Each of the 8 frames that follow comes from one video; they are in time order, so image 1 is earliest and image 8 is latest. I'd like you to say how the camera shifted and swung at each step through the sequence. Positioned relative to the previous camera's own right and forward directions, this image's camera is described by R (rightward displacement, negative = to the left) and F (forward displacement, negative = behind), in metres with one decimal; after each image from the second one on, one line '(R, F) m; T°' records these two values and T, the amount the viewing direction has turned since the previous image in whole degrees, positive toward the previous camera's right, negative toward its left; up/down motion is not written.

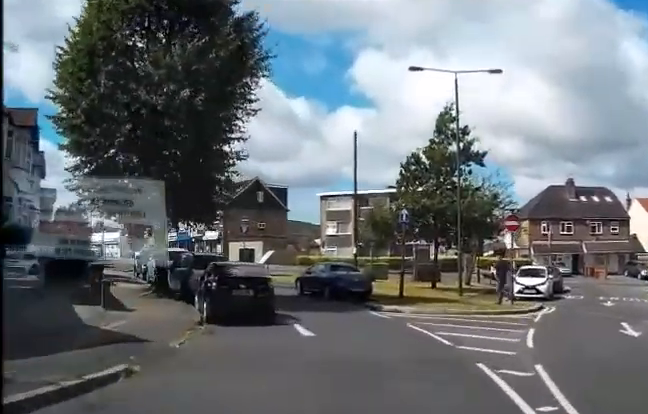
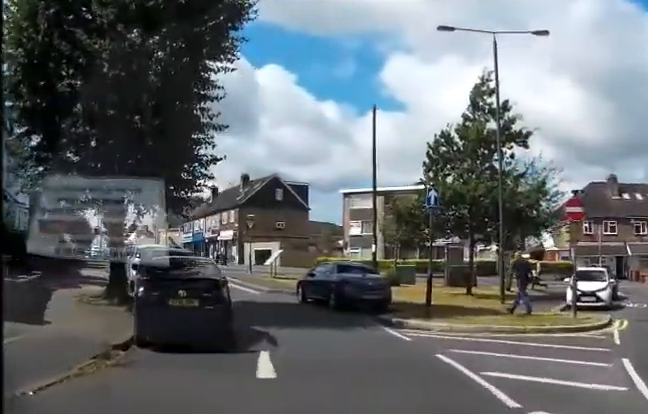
(-0.1, +5.8) m; -5°
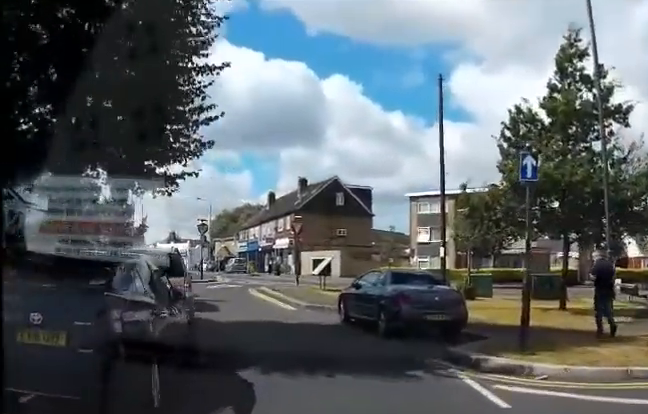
(-0.6, +6.3) m; -12°
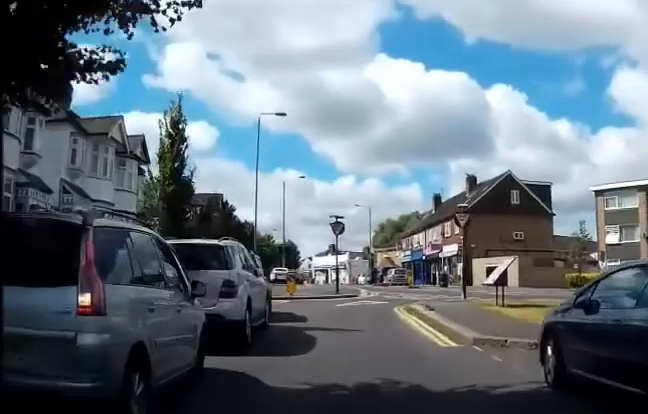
(-0.9, +8.7) m; -6°
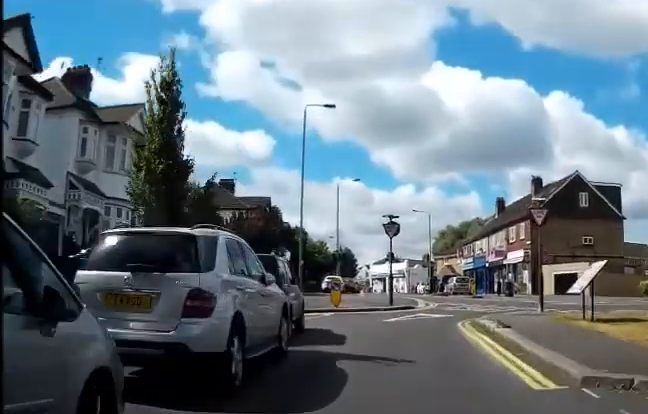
(0.0, +3.7) m; 0°
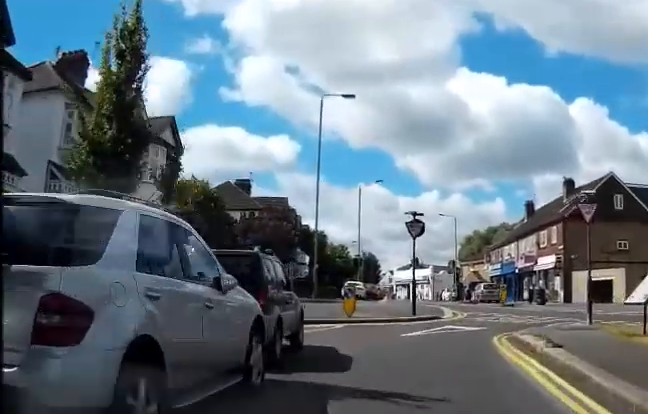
(0.0, +2.8) m; 0°
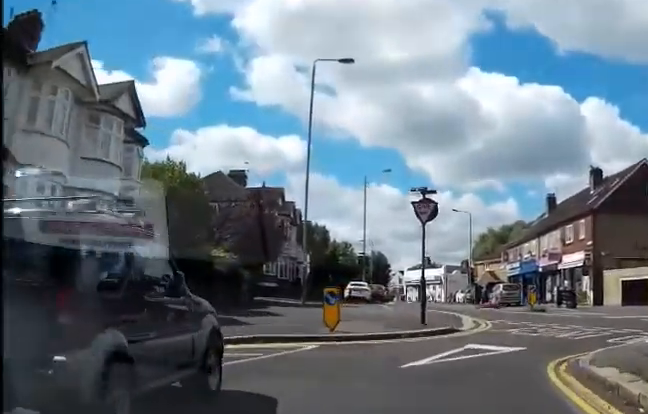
(0.0, +4.6) m; -4°
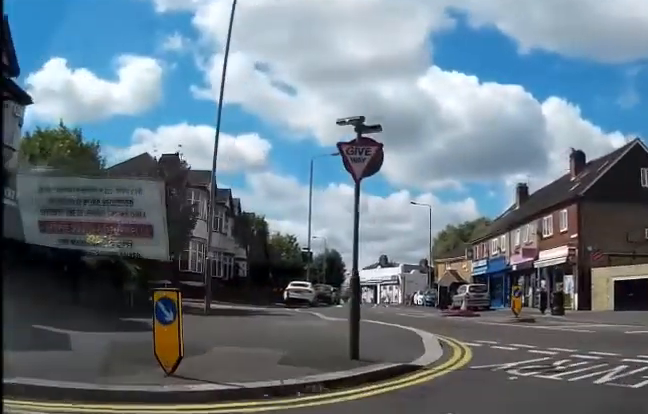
(-0.5, +5.6) m; -5°
